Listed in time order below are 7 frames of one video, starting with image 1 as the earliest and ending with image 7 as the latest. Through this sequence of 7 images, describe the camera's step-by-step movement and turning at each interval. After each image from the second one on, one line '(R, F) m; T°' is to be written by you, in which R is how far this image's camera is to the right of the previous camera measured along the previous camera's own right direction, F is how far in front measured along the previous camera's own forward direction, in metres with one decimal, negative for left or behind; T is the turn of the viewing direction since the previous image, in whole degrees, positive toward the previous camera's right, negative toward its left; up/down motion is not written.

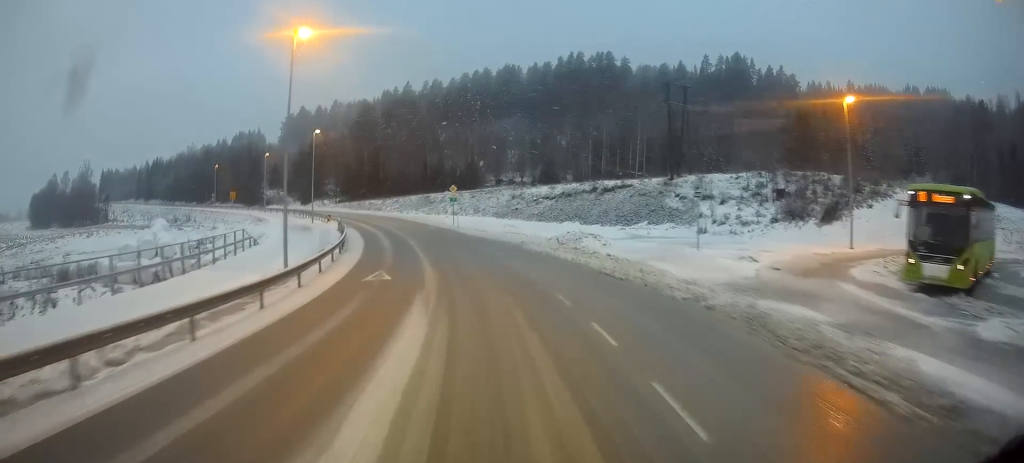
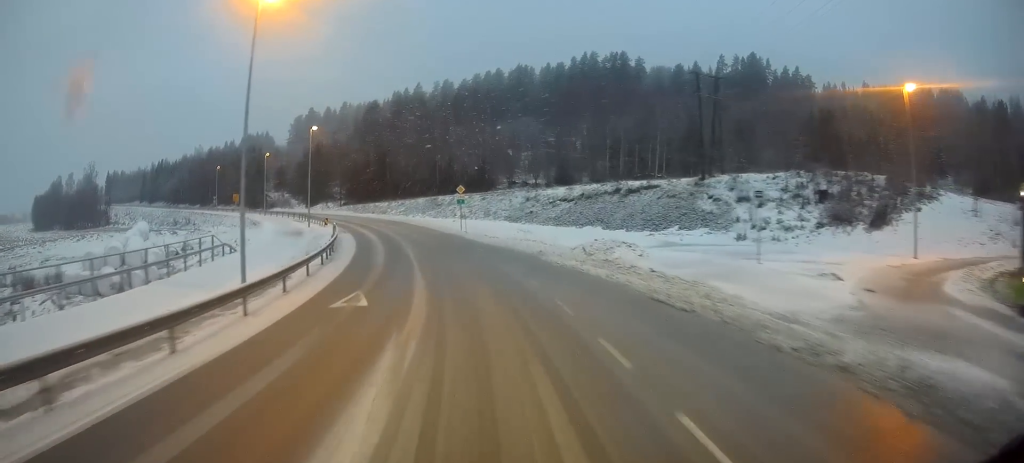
(0.0, +4.9) m; -3°
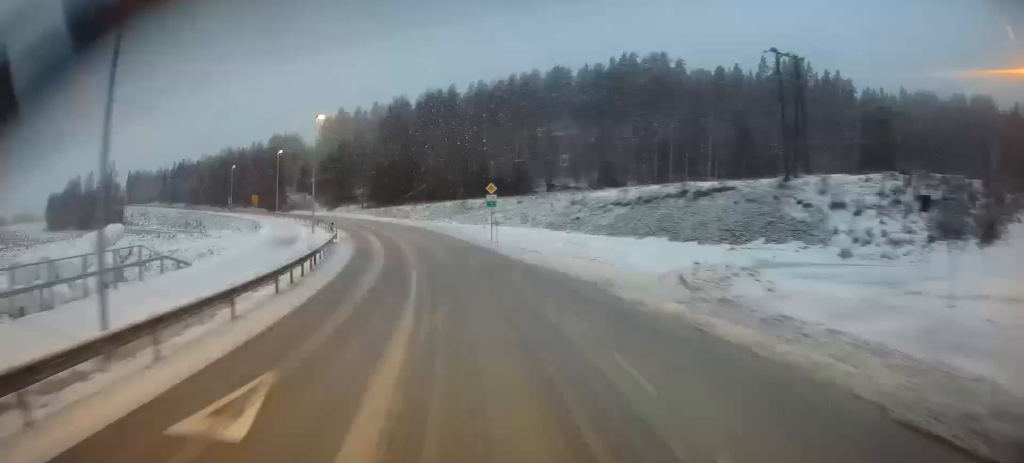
(-0.4, +9.3) m; -3°
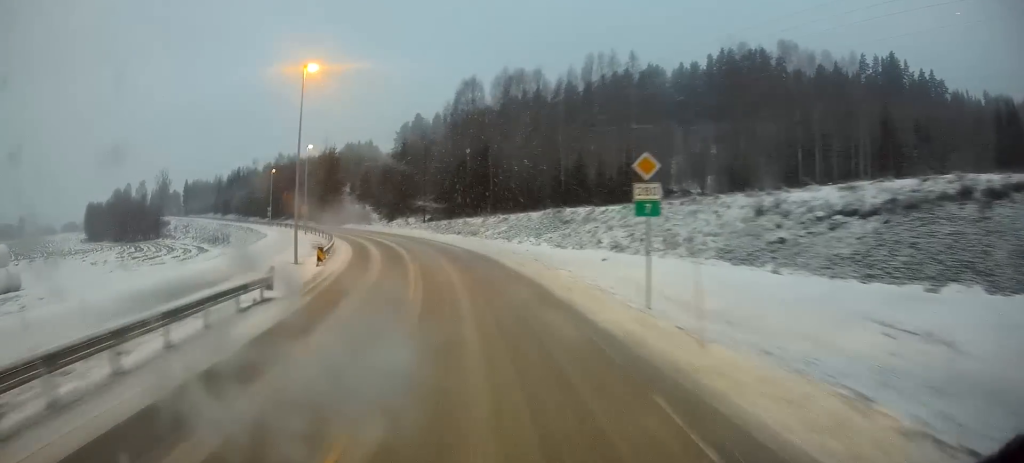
(-0.7, +22.5) m; -6°
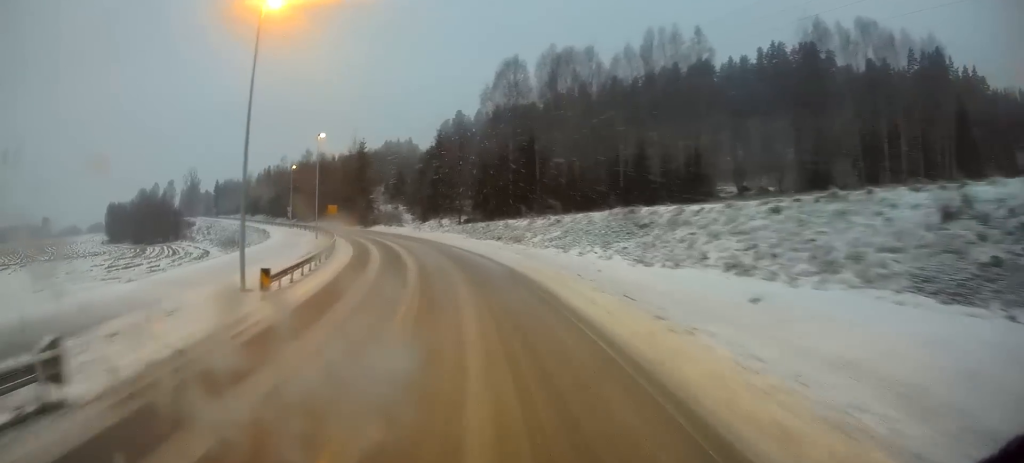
(-0.6, +10.6) m; -5°
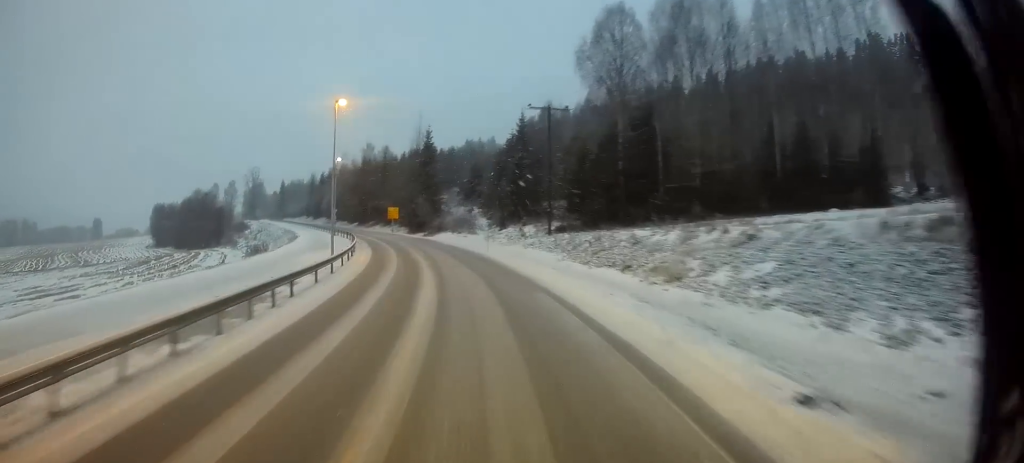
(-1.6, +19.3) m; -8°
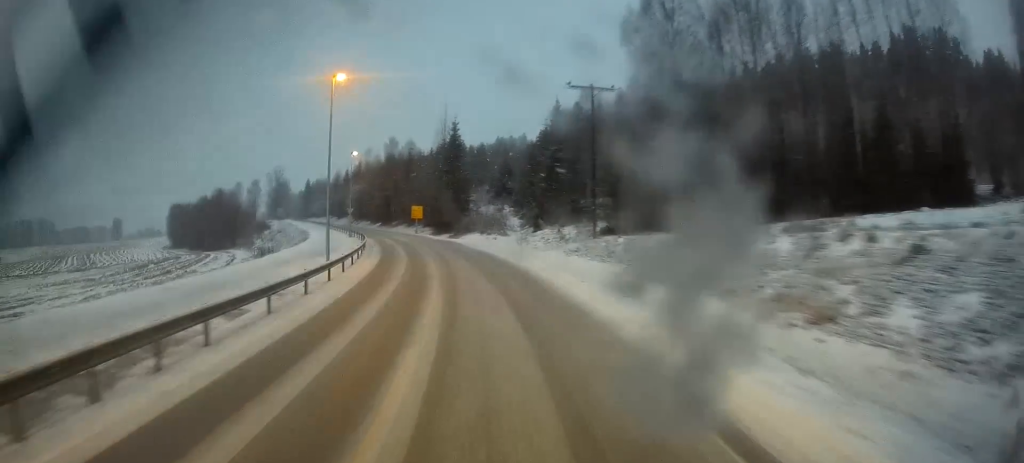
(-0.1, +7.5) m; -3°
